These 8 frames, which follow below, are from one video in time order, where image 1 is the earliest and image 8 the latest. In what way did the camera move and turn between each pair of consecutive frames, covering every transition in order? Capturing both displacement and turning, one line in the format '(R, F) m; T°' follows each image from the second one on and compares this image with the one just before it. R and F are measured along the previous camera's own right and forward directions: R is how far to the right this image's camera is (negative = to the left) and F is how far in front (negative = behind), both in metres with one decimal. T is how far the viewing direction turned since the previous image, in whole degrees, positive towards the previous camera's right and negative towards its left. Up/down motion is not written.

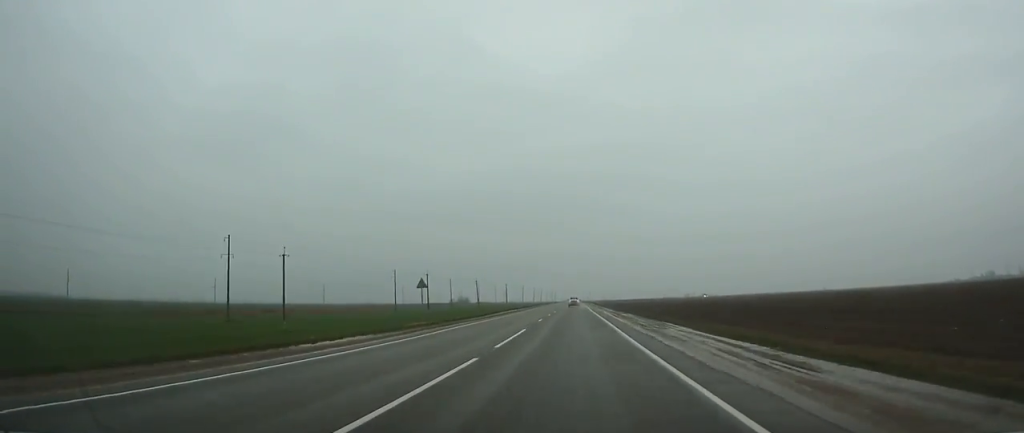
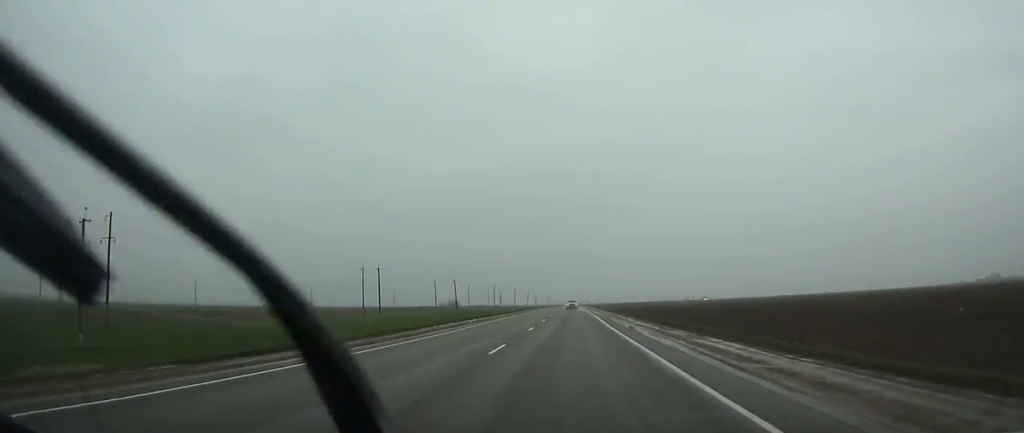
(+0.1, +31.6) m; 0°
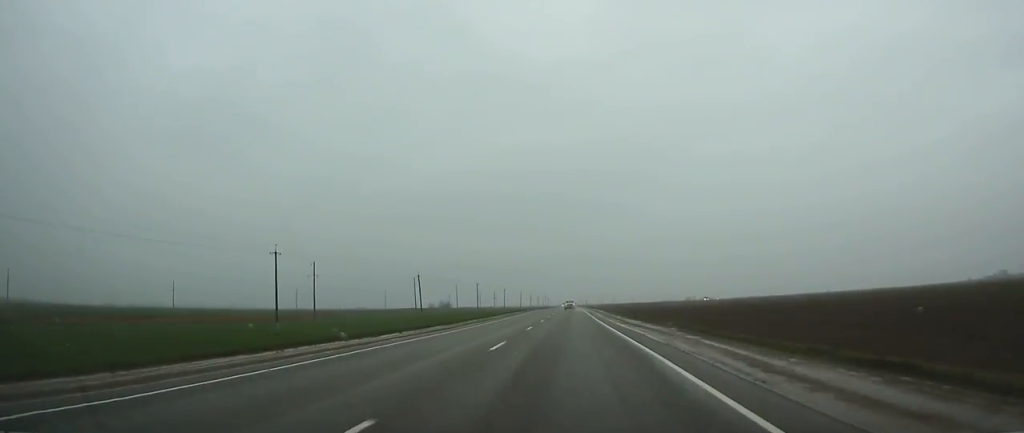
(0.0, +34.9) m; 0°
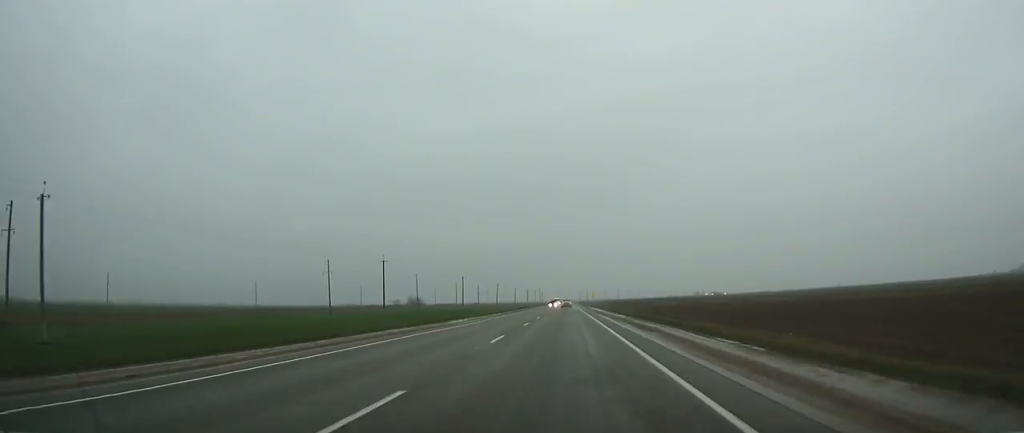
(+0.1, +93.7) m; 0°
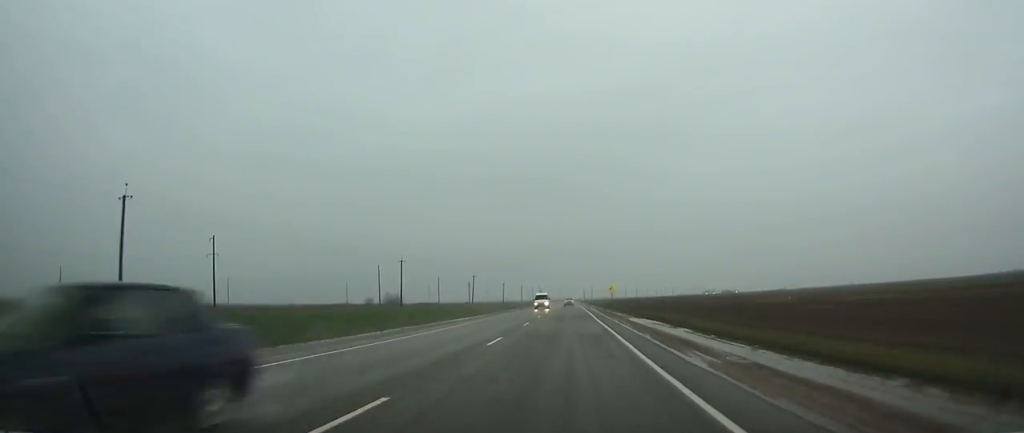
(0.0, +60.3) m; 0°
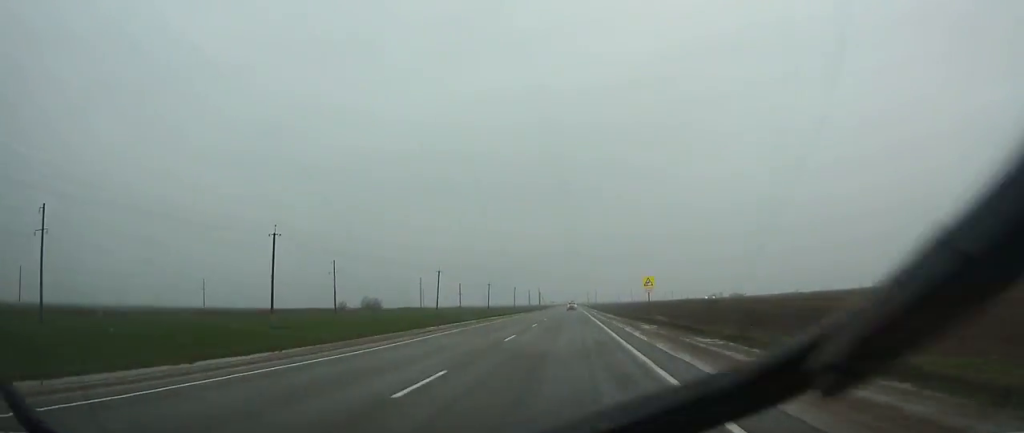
(0.0, +44.4) m; 0°
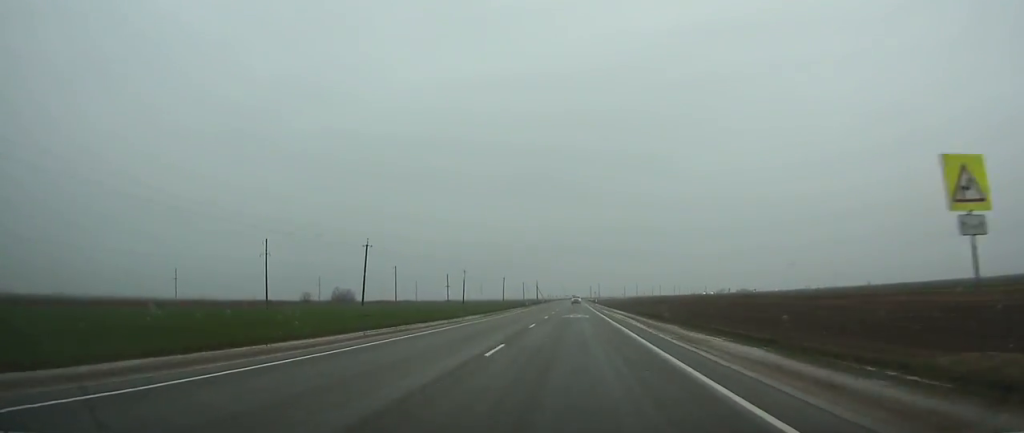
(0.0, +42.7) m; 0°
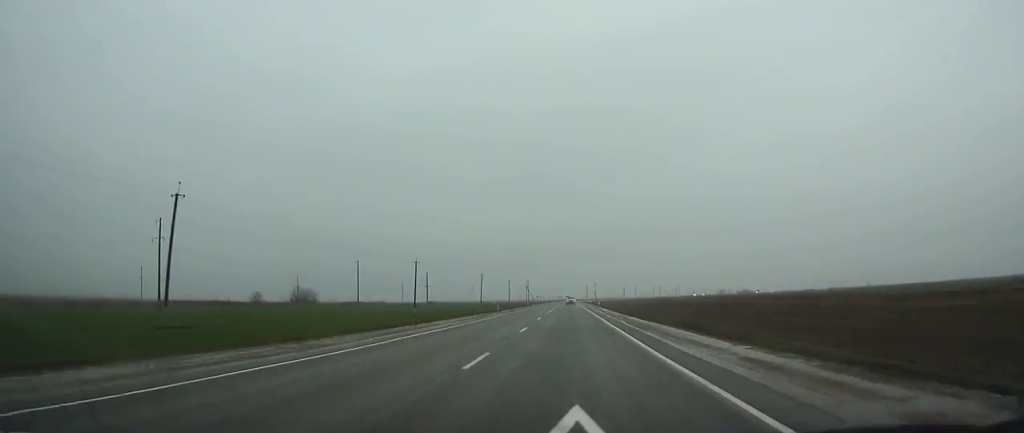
(0.0, +37.8) m; 0°
